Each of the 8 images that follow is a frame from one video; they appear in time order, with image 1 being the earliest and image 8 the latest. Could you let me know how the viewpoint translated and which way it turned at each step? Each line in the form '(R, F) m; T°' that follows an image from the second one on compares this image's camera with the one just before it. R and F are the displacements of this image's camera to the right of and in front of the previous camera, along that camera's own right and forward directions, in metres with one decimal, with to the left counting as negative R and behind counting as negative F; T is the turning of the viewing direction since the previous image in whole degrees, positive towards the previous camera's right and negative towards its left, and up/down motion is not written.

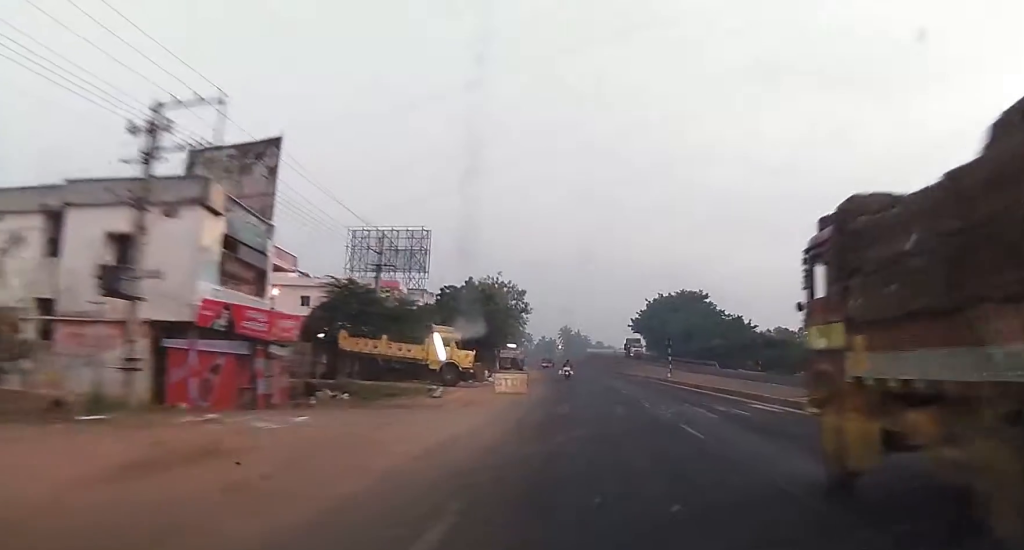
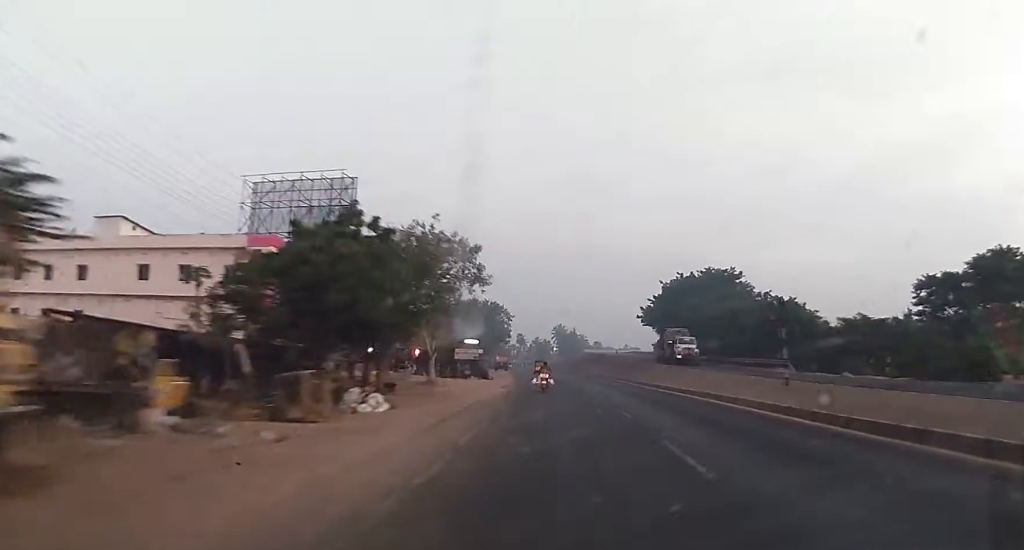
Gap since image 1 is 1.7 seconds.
(+0.3, +33.8) m; +1°
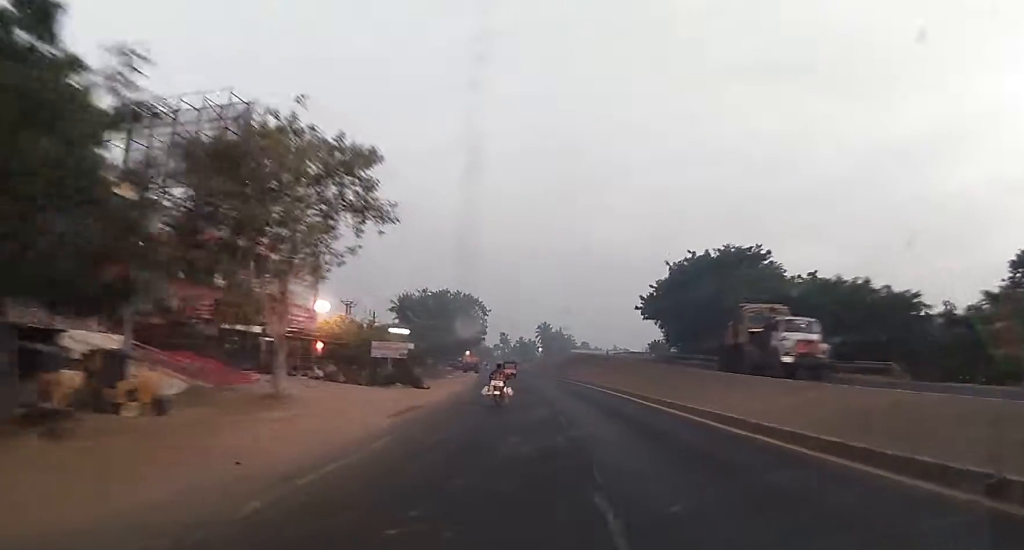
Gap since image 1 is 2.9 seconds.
(0.0, +22.4) m; +1°
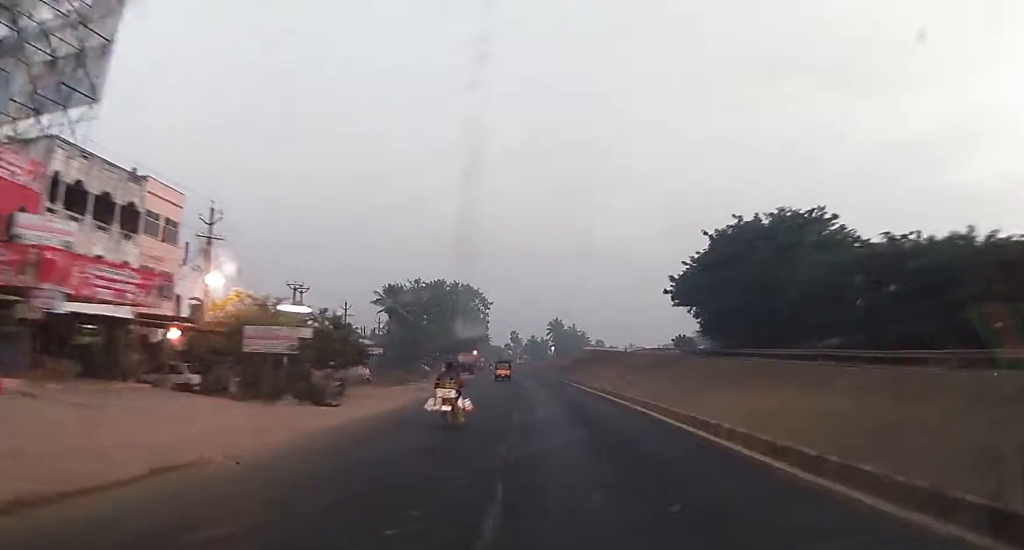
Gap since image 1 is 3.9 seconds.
(+0.2, +18.4) m; -1°
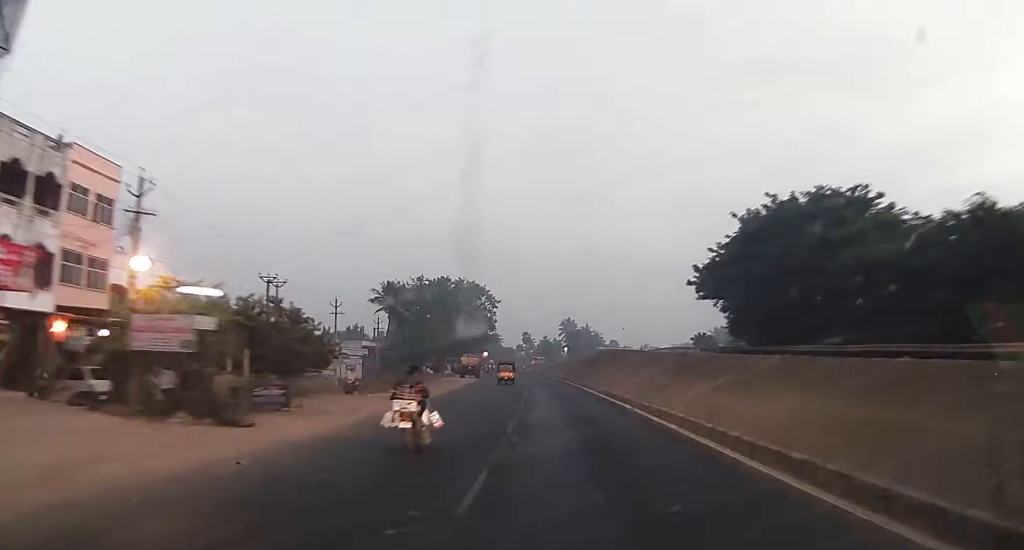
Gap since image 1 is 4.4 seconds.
(+0.2, +8.0) m; -1°
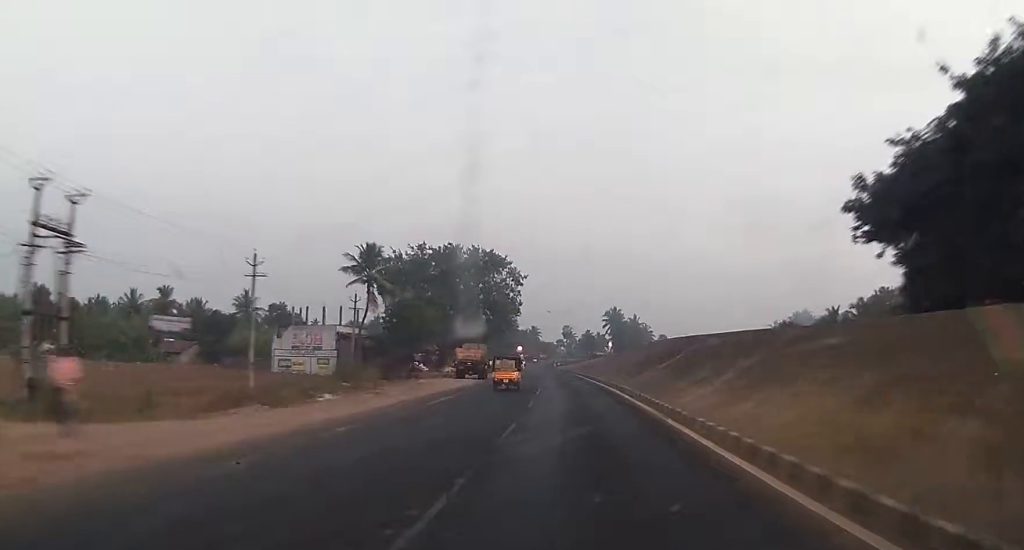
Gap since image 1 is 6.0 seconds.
(-1.0, +29.6) m; -2°
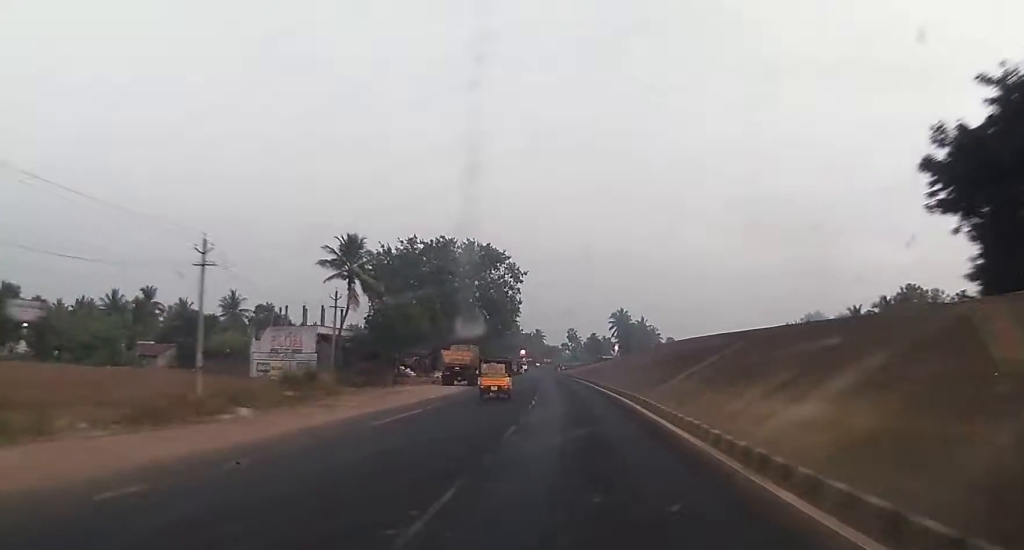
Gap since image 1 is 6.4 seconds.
(+0.2, +7.9) m; 0°
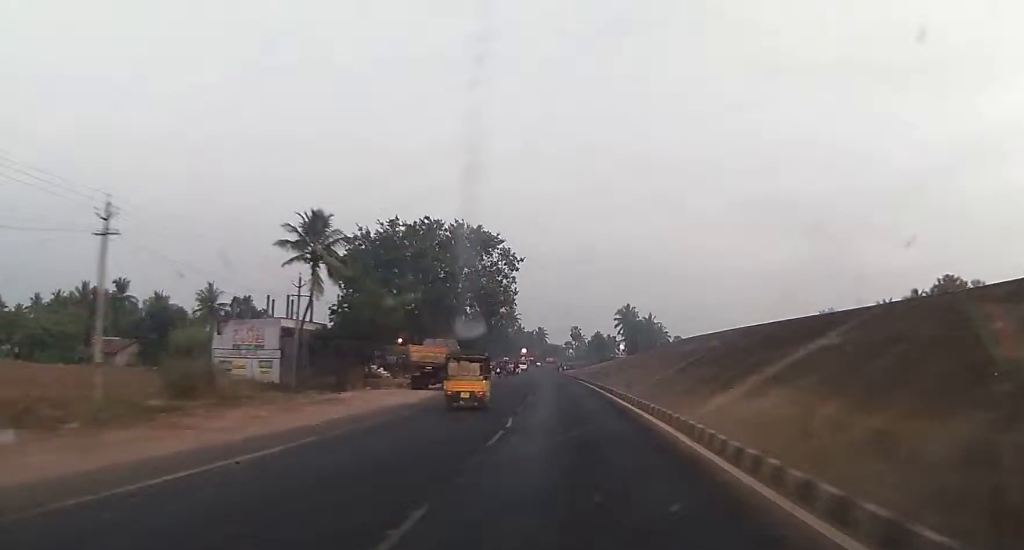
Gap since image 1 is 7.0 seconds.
(-0.3, +10.5) m; -1°
